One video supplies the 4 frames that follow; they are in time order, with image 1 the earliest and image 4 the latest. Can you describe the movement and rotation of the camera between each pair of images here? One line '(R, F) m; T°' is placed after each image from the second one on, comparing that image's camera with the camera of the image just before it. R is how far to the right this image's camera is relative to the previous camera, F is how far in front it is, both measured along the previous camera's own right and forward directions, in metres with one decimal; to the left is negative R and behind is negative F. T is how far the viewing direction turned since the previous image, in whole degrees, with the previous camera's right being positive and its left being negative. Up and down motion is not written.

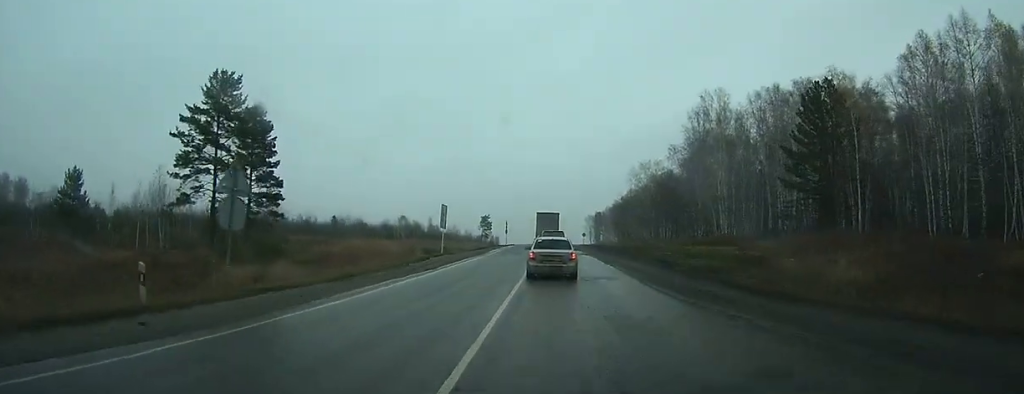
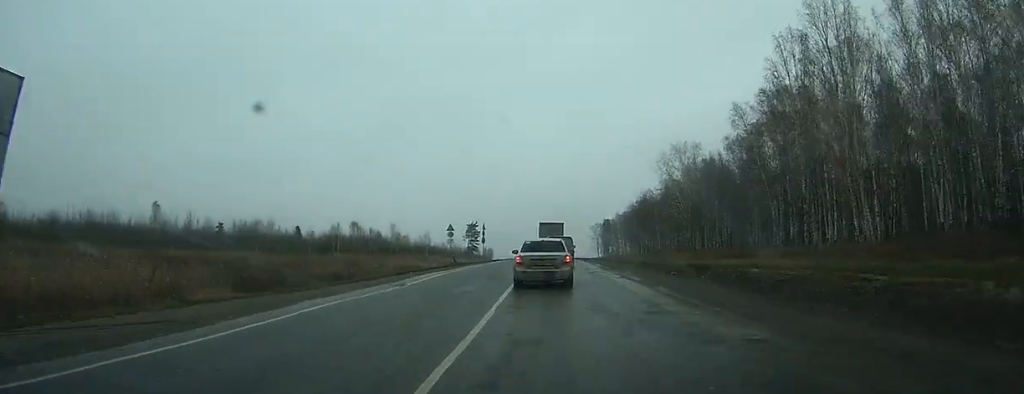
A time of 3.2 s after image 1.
(+0.1, +43.3) m; 0°
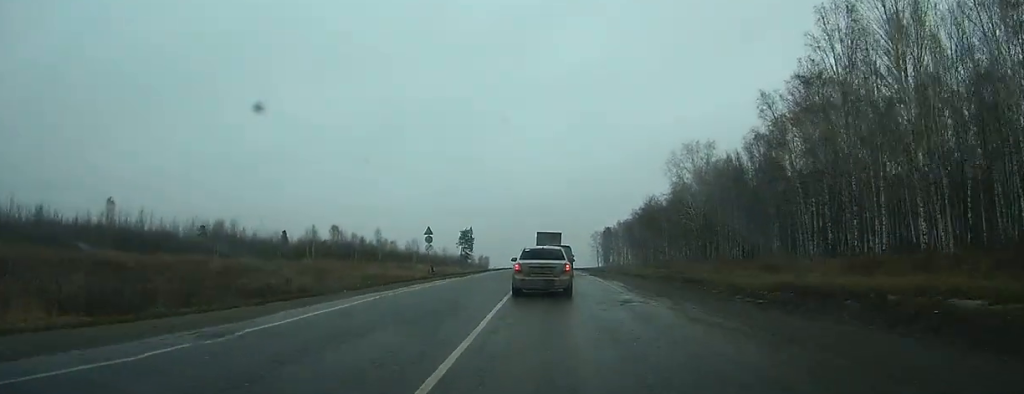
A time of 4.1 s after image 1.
(-0.1, +11.6) m; 0°
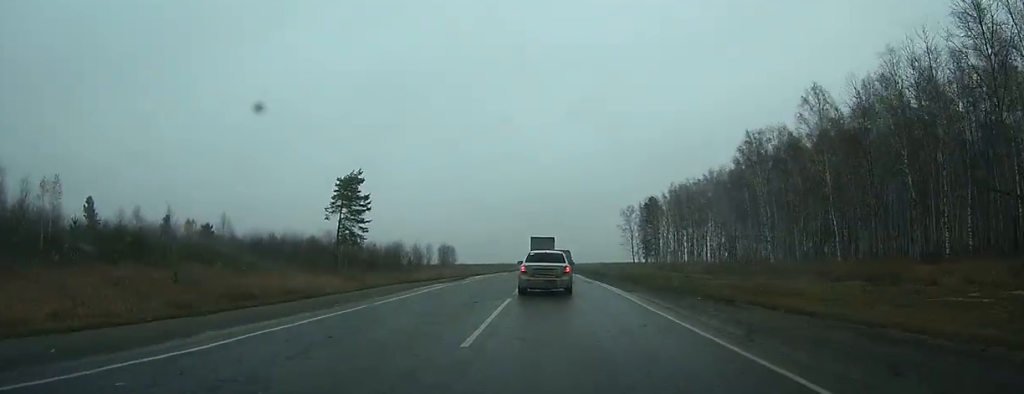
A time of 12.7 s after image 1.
(-0.2, +113.5) m; -1°
